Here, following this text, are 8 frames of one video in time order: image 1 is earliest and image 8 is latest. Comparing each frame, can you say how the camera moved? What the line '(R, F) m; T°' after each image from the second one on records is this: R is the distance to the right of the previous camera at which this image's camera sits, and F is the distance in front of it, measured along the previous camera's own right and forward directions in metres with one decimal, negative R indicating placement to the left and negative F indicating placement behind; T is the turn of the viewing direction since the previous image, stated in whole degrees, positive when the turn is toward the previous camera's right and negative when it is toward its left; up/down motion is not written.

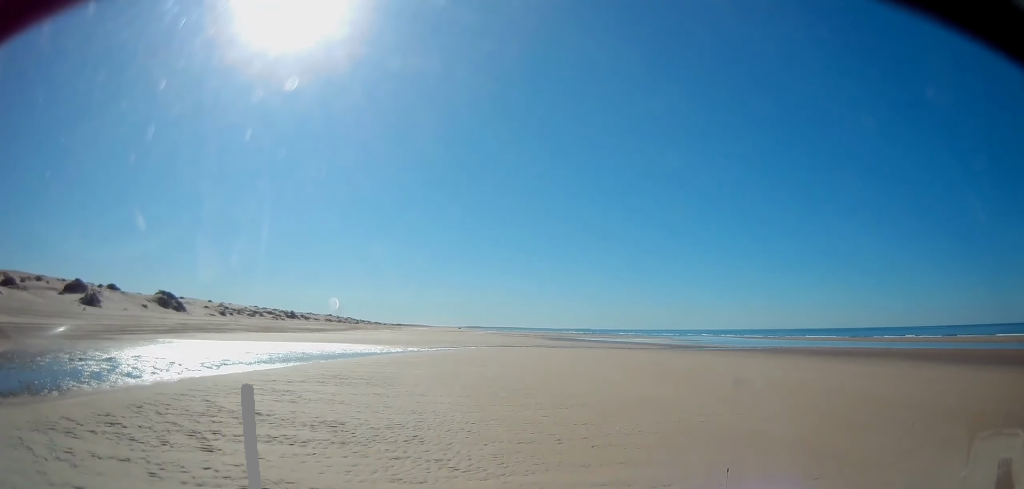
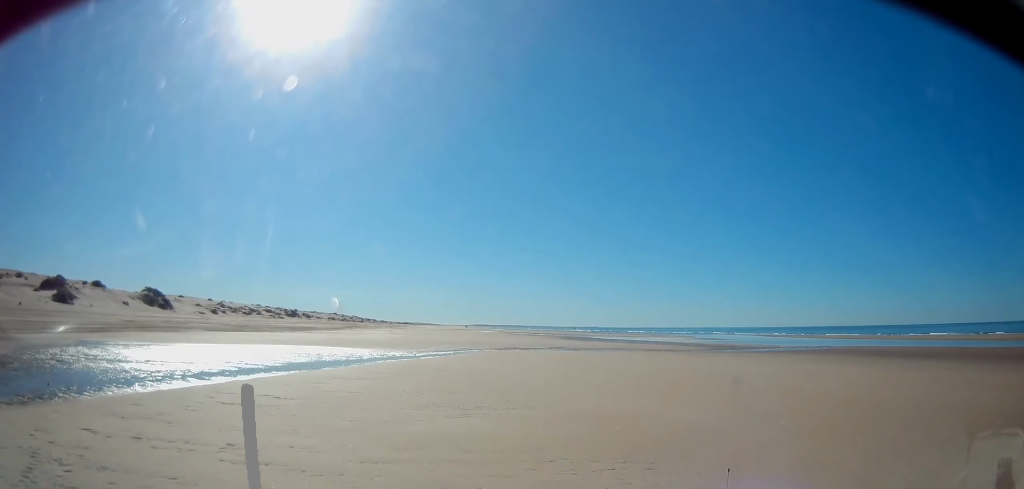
(-0.1, +14.9) m; -1°
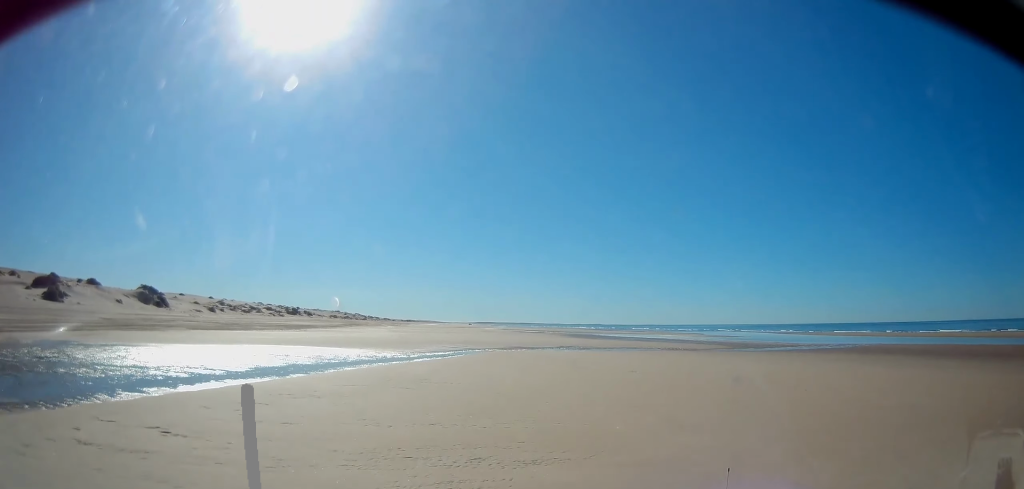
(0.0, +5.4) m; 0°
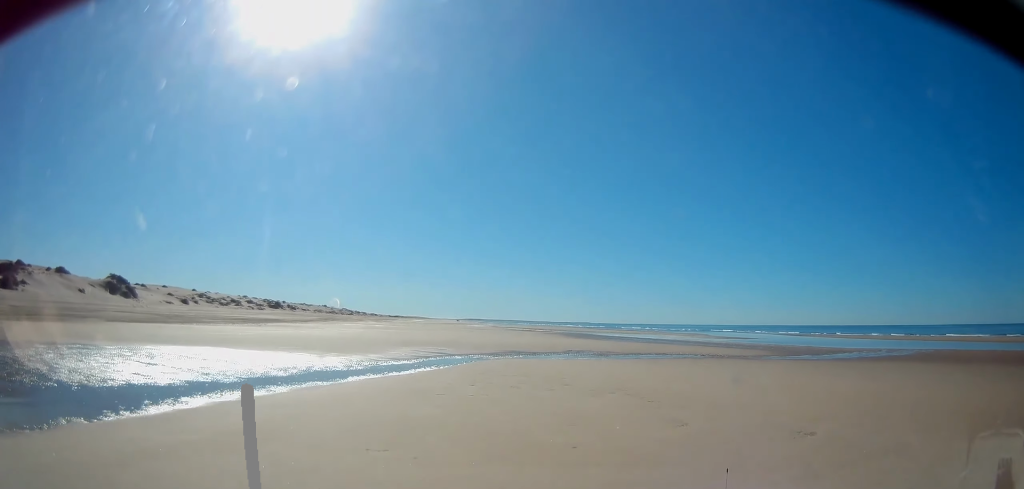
(+0.4, +14.8) m; +6°
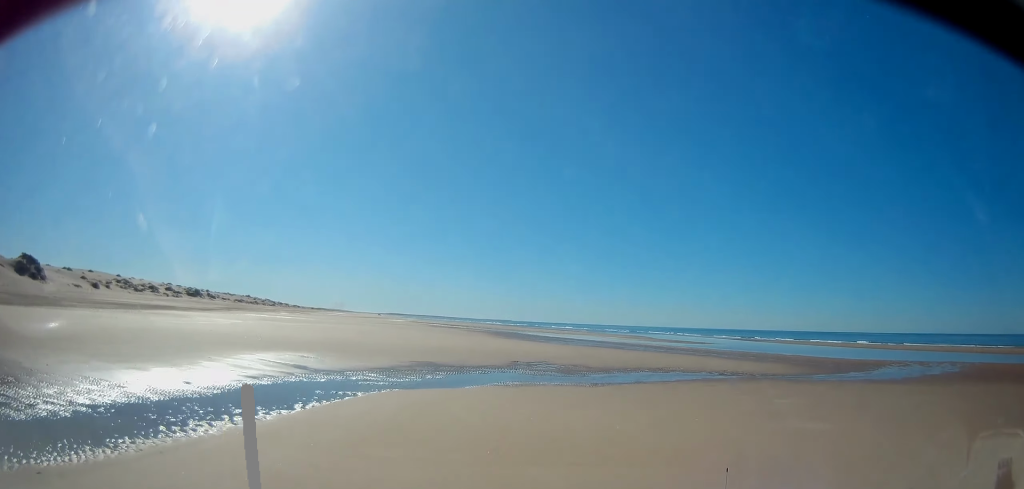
(+1.7, +17.7) m; +8°
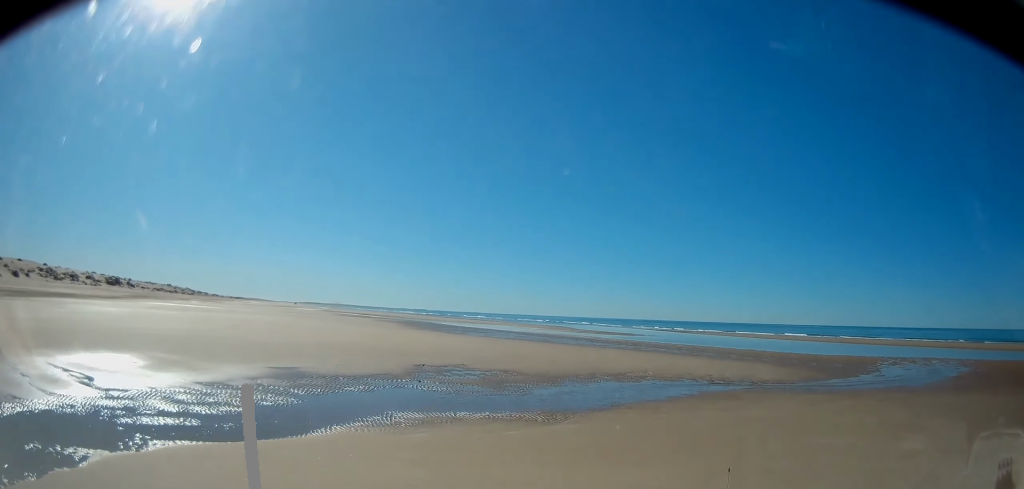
(0.0, +9.4) m; 0°
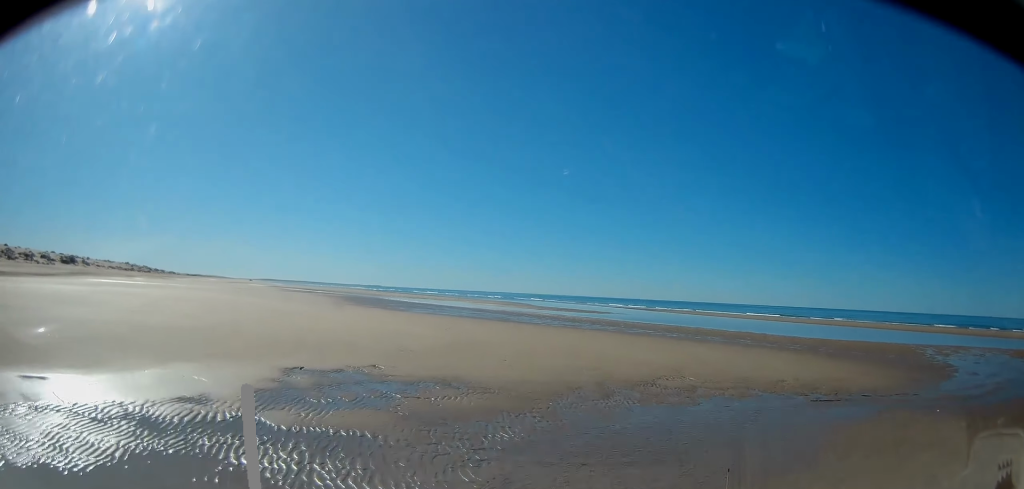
(0.0, +10.0) m; 0°
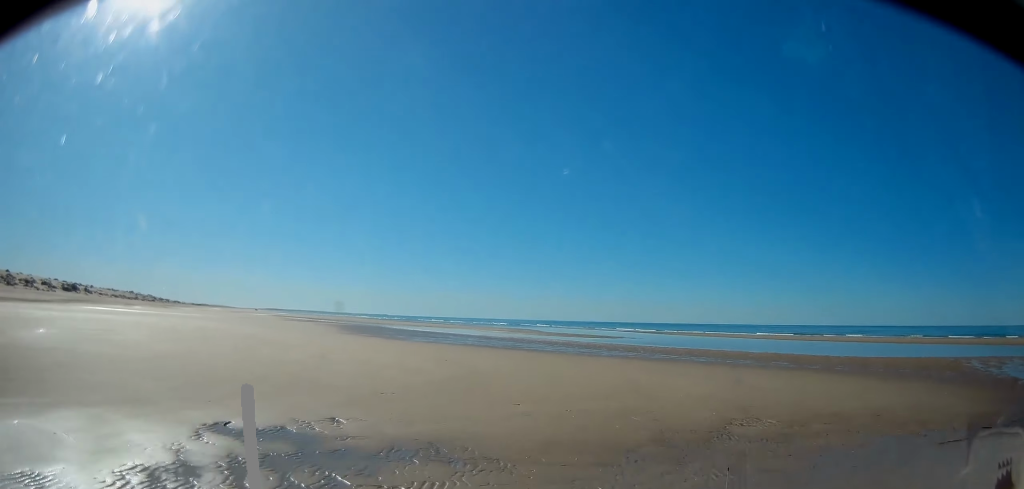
(0.0, +4.1) m; -1°
